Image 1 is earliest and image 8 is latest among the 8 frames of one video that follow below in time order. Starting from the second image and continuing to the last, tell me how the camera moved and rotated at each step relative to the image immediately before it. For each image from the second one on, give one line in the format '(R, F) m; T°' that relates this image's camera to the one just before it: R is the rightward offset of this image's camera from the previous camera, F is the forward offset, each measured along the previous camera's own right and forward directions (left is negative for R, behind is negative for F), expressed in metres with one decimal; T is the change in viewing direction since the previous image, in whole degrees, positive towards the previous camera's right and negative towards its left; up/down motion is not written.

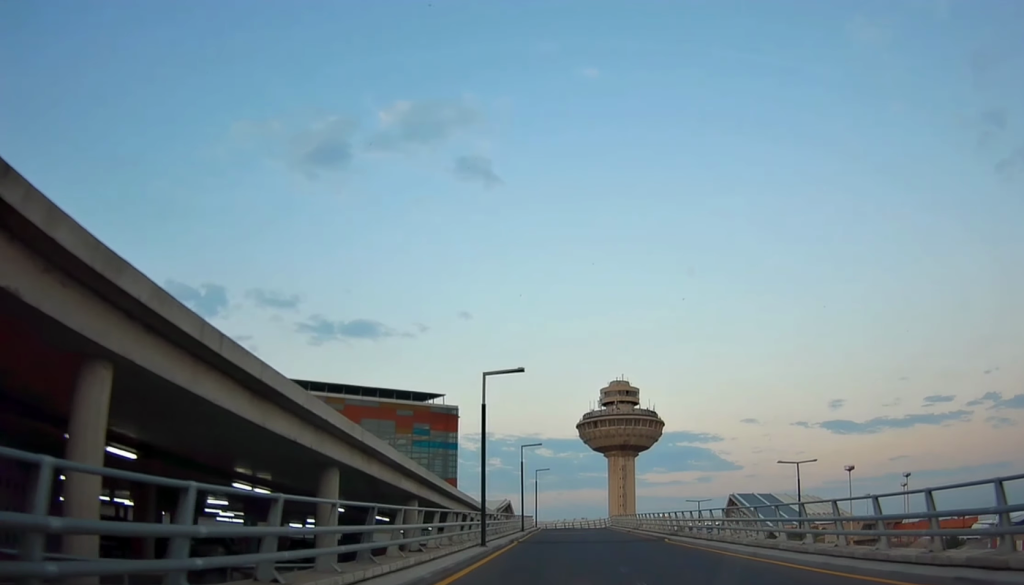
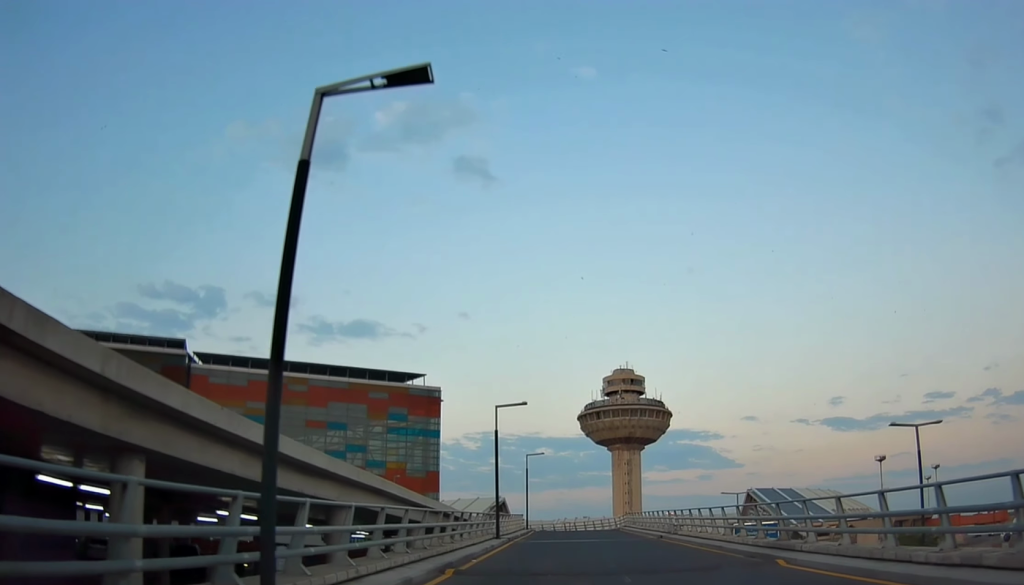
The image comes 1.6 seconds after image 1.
(-0.4, +16.9) m; -3°
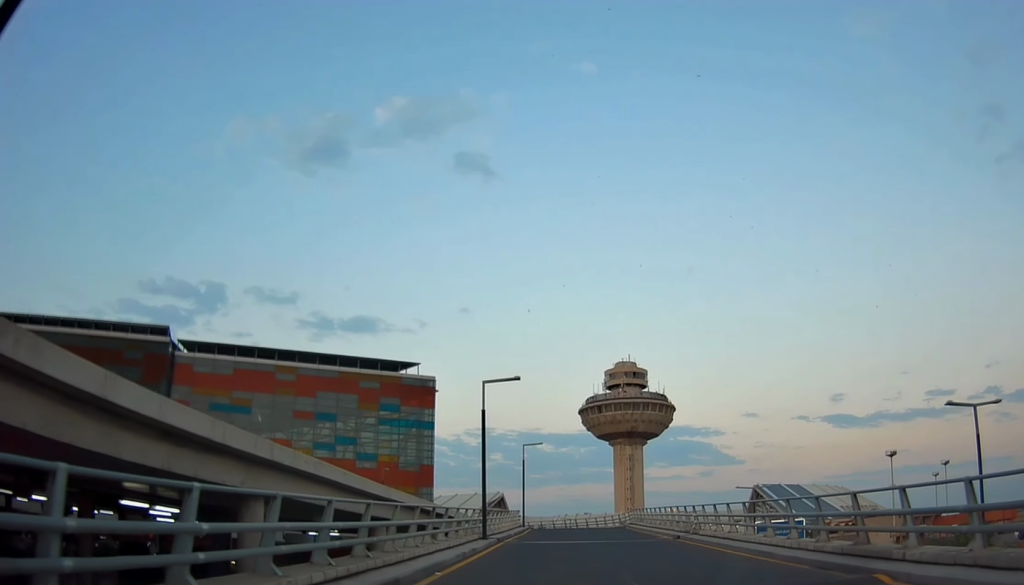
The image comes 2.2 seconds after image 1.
(+0.1, +5.3) m; -1°
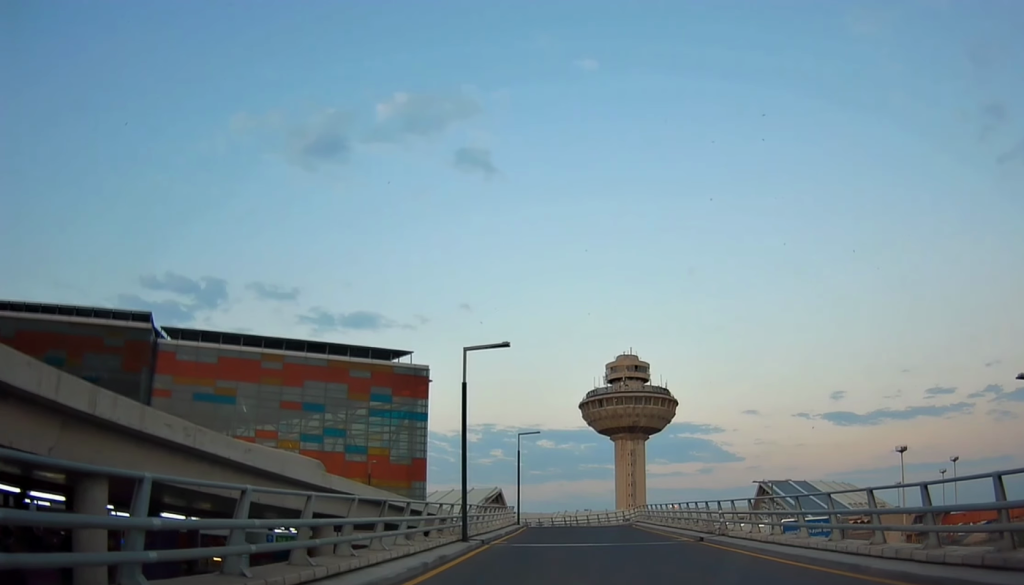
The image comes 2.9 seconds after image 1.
(-0.3, +5.3) m; +2°
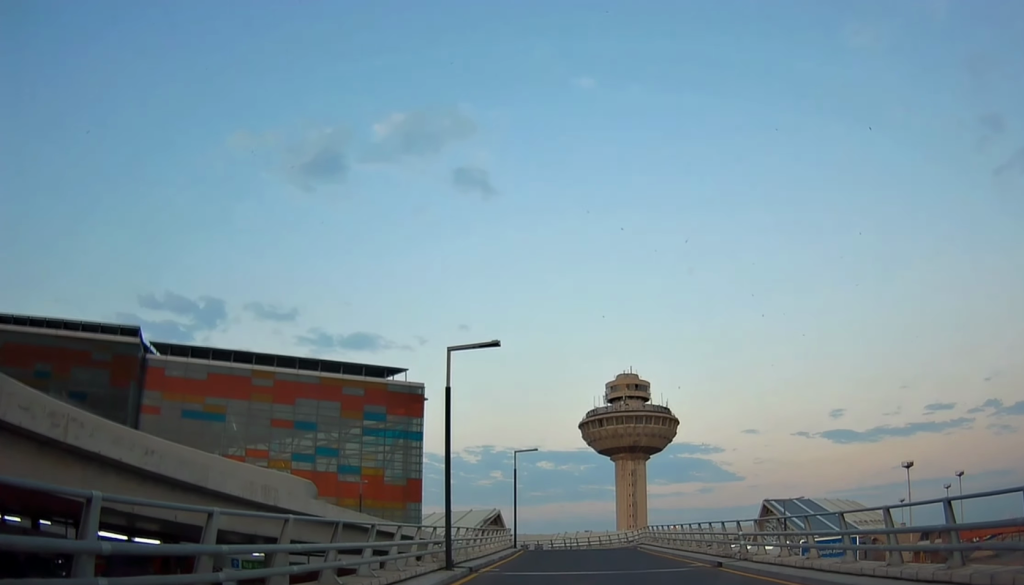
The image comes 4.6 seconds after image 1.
(+0.2, +4.7) m; -2°
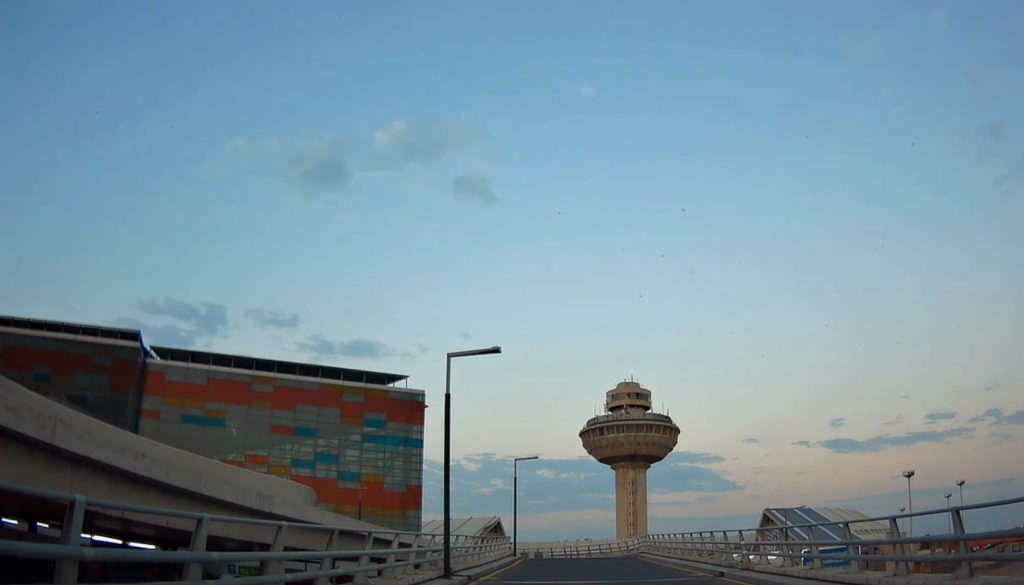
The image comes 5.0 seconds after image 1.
(-0.3, +0.4) m; 0°
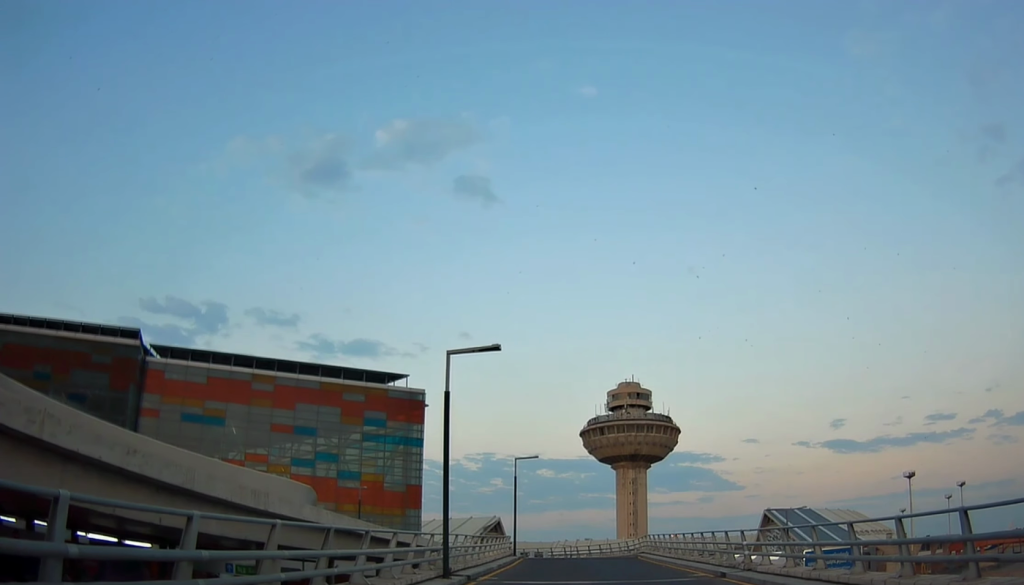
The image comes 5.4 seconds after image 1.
(-0.4, +0.2) m; 0°
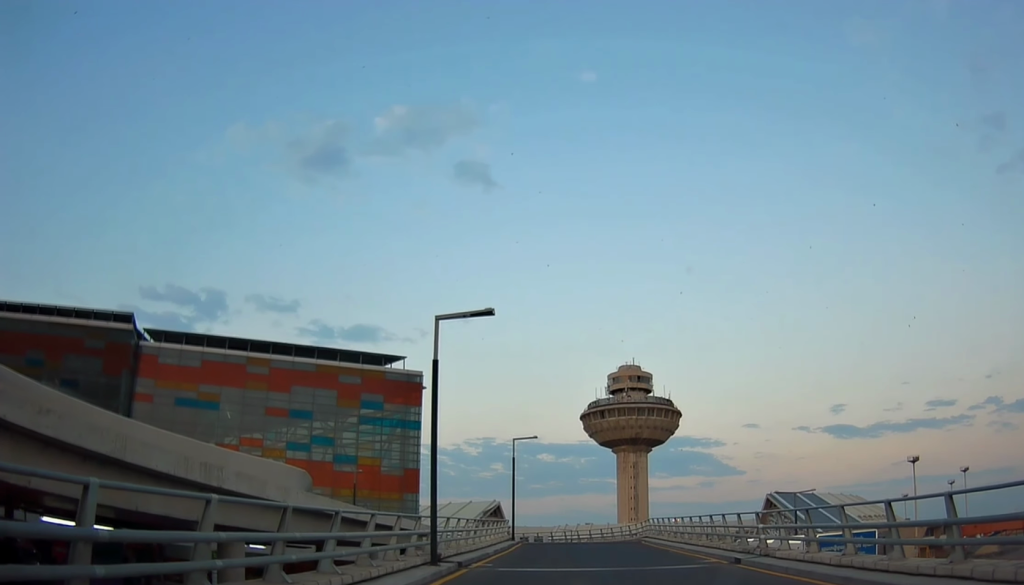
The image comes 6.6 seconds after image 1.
(-0.6, +0.9) m; 0°
